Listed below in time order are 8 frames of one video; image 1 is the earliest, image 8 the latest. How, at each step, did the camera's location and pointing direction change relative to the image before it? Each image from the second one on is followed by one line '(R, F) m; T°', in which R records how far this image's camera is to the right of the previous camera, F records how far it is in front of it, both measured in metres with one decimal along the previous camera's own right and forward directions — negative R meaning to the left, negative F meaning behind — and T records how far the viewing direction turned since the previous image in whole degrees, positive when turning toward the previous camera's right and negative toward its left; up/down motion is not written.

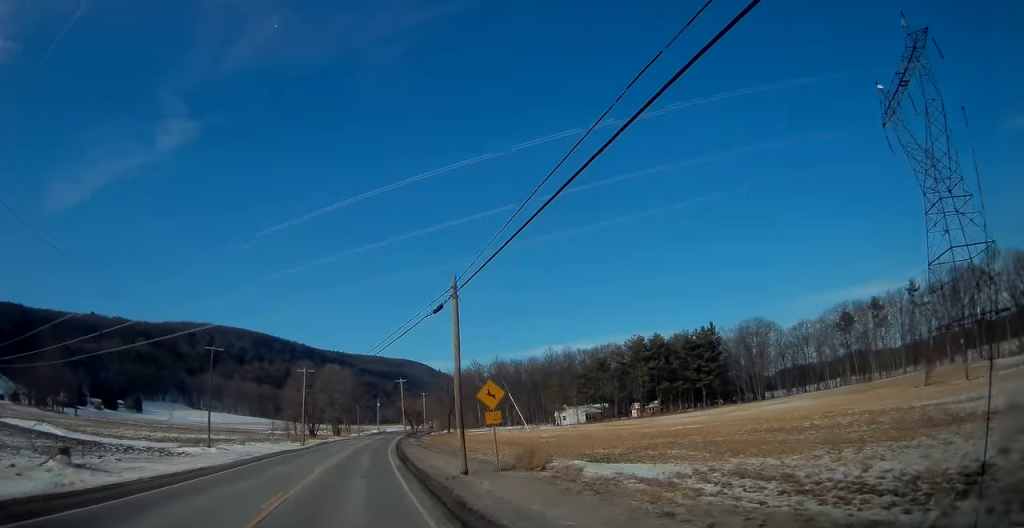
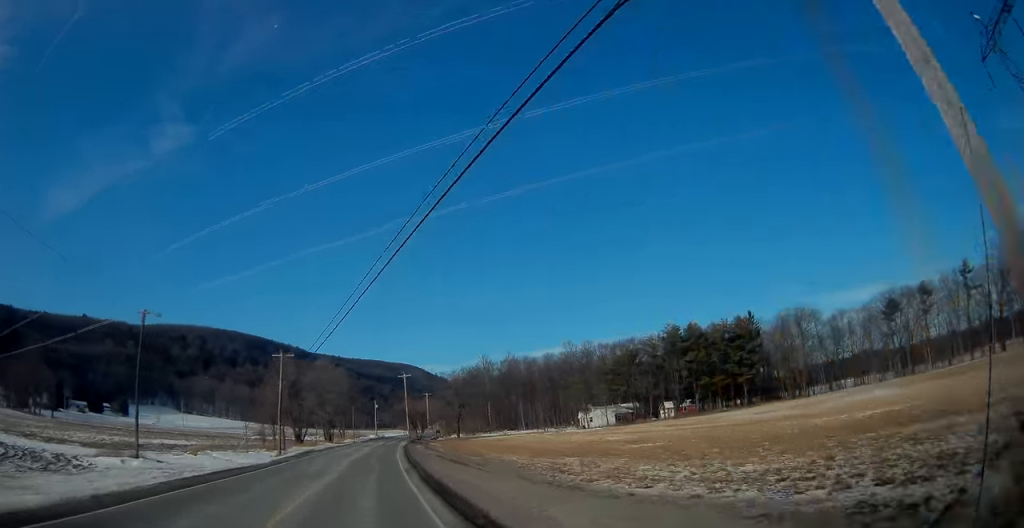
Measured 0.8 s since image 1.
(+0.2, +19.6) m; 0°
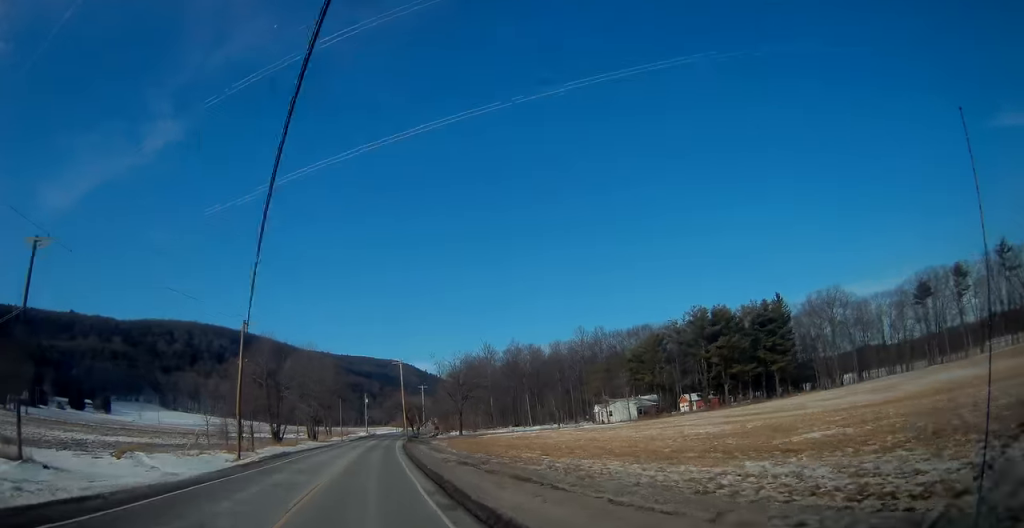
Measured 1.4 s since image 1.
(-0.1, +15.4) m; 0°
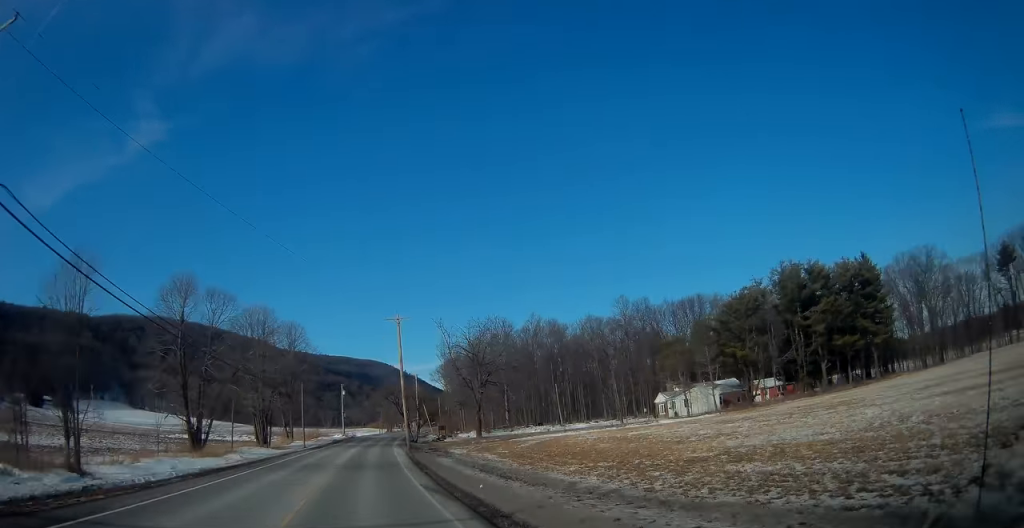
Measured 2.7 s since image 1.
(+0.6, +34.4) m; +2°
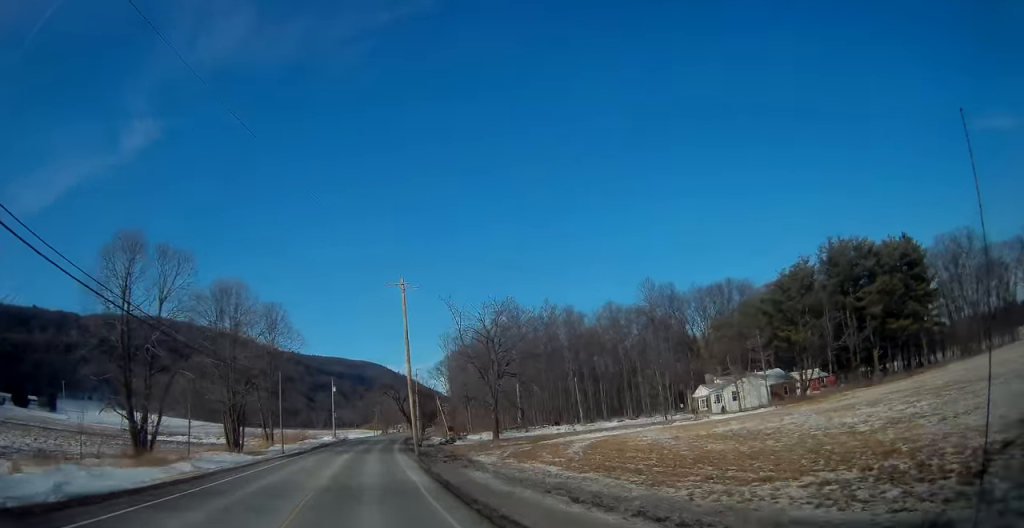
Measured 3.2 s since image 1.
(+0.2, +12.9) m; +1°
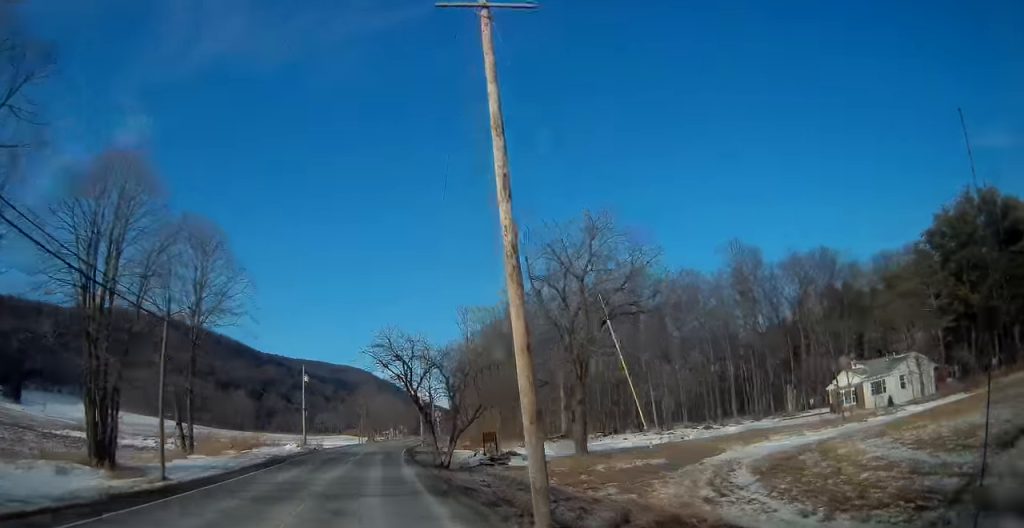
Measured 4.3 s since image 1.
(+0.5, +28.5) m; +2°
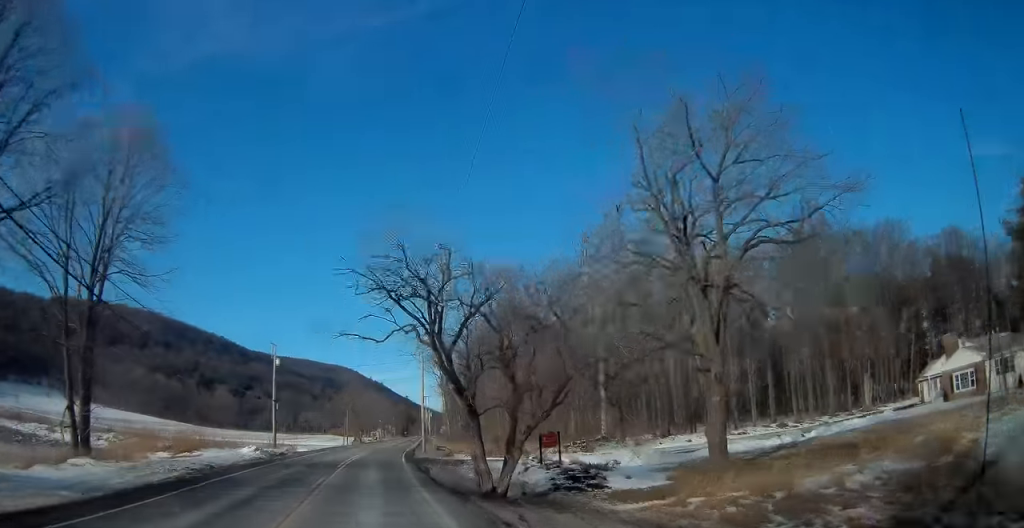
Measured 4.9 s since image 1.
(+0.2, +15.5) m; +1°
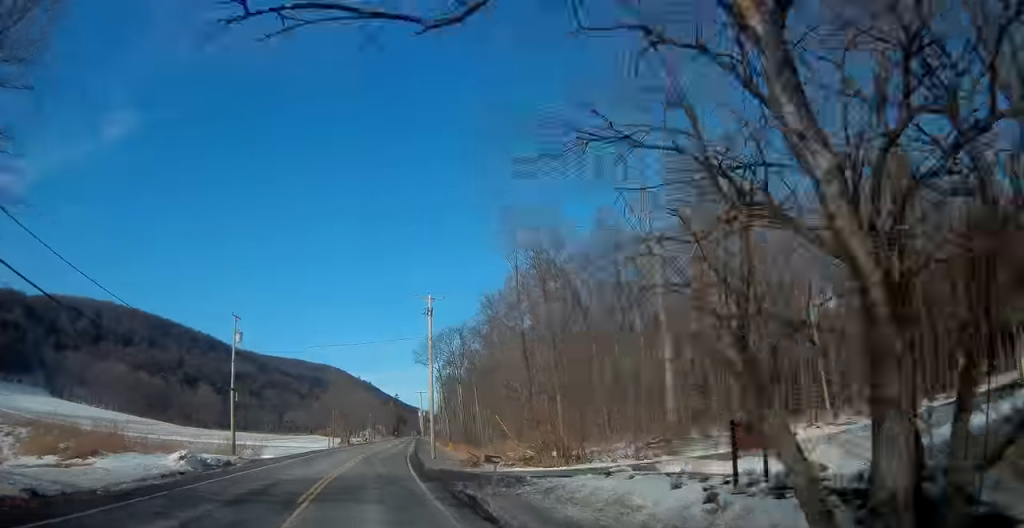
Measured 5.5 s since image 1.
(+0.2, +14.7) m; +1°
